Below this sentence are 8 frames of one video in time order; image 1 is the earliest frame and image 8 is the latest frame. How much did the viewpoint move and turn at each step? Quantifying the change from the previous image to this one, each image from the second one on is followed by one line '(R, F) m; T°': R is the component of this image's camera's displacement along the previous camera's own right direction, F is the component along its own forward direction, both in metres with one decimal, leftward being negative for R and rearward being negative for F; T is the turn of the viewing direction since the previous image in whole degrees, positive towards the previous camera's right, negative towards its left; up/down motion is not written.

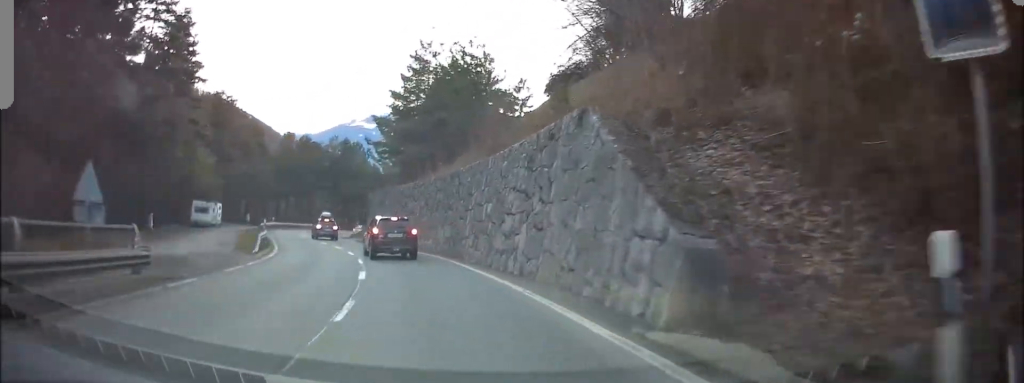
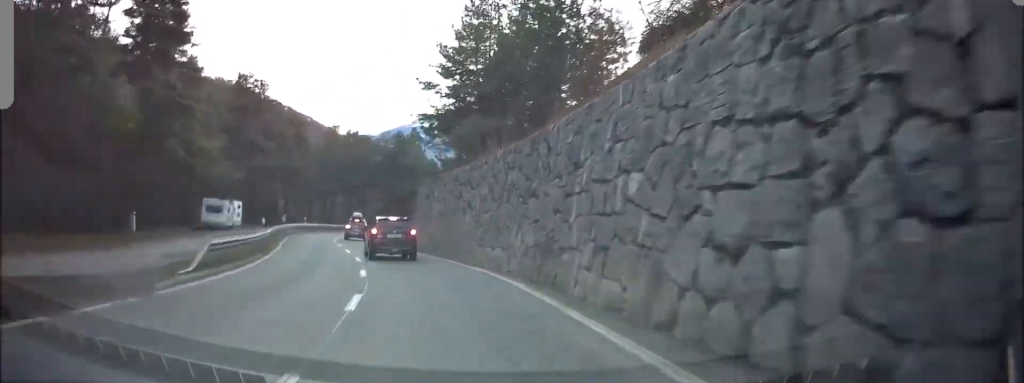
(-0.6, +10.0) m; -7°
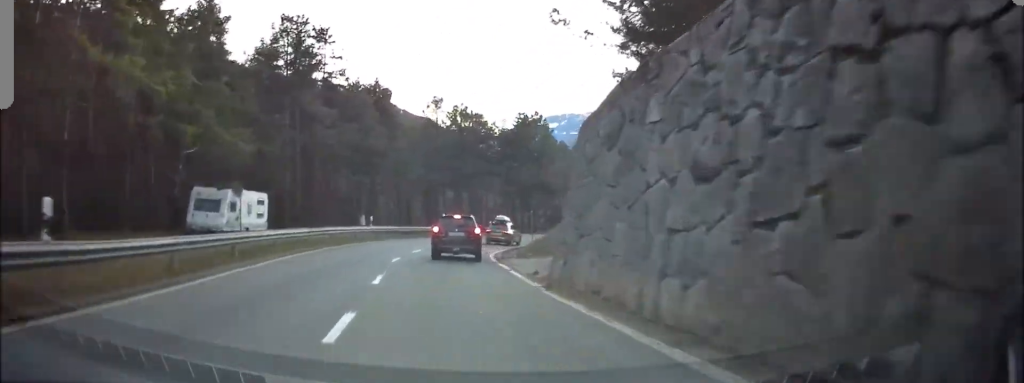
(-1.9, +18.8) m; -9°
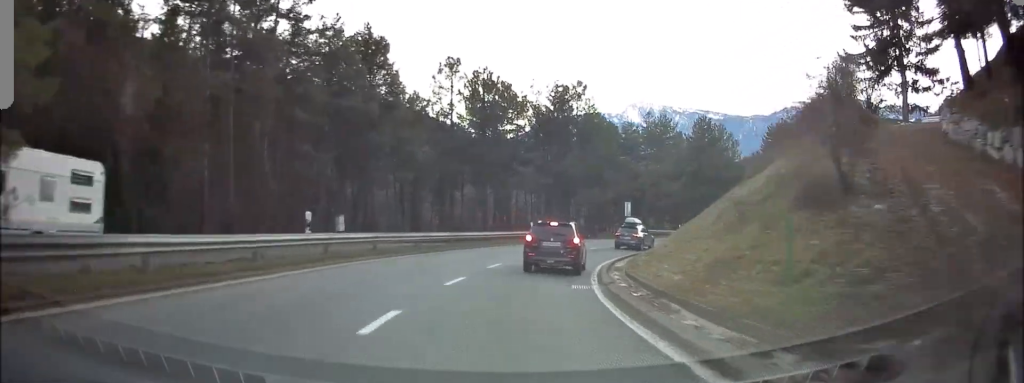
(-0.6, +16.5) m; -2°
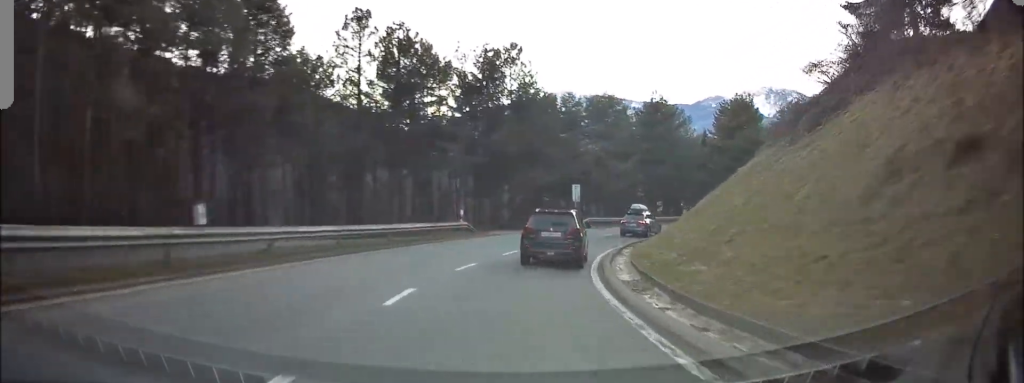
(0.0, +8.9) m; +1°
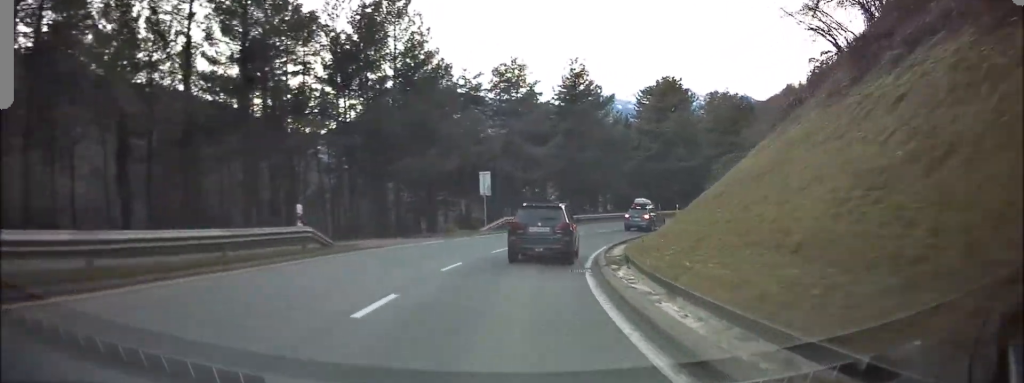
(+0.2, +12.5) m; +3°
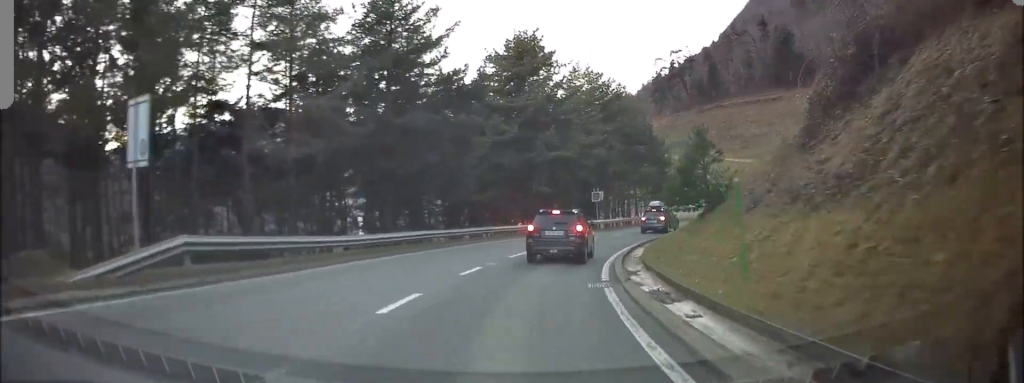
(+4.4, +22.8) m; +23°
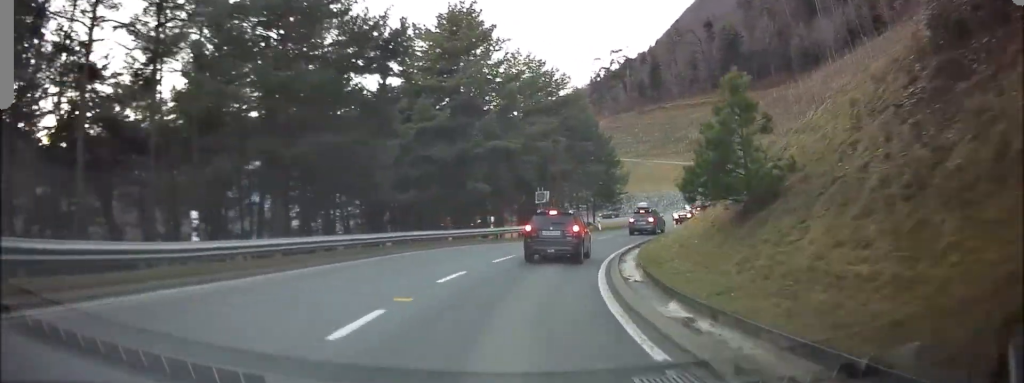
(+0.3, +6.9) m; +2°
